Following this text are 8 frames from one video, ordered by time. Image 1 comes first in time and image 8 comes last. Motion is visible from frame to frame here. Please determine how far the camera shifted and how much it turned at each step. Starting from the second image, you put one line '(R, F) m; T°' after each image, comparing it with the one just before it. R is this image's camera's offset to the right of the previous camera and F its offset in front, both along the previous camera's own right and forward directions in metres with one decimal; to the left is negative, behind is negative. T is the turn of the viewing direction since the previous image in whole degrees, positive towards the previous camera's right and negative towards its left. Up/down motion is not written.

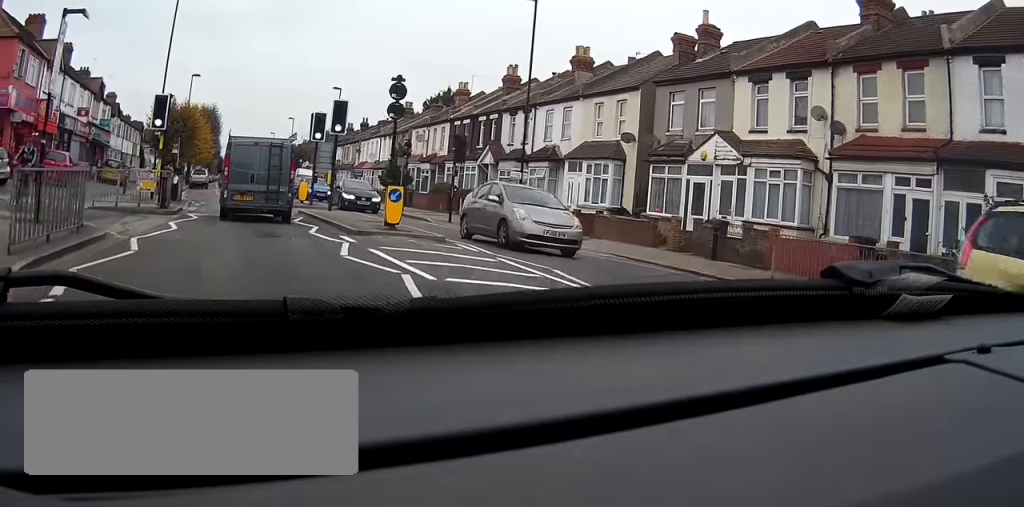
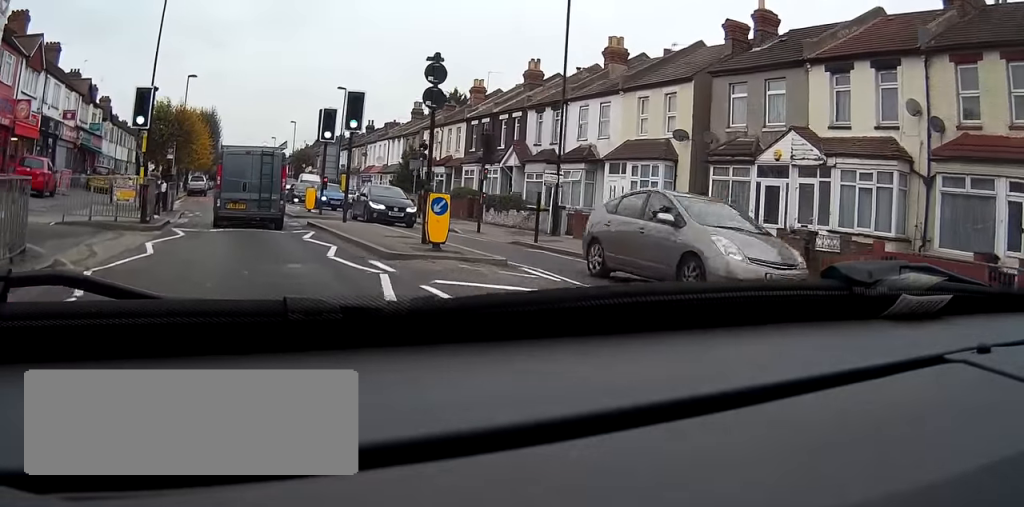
(0.0, +3.9) m; 0°
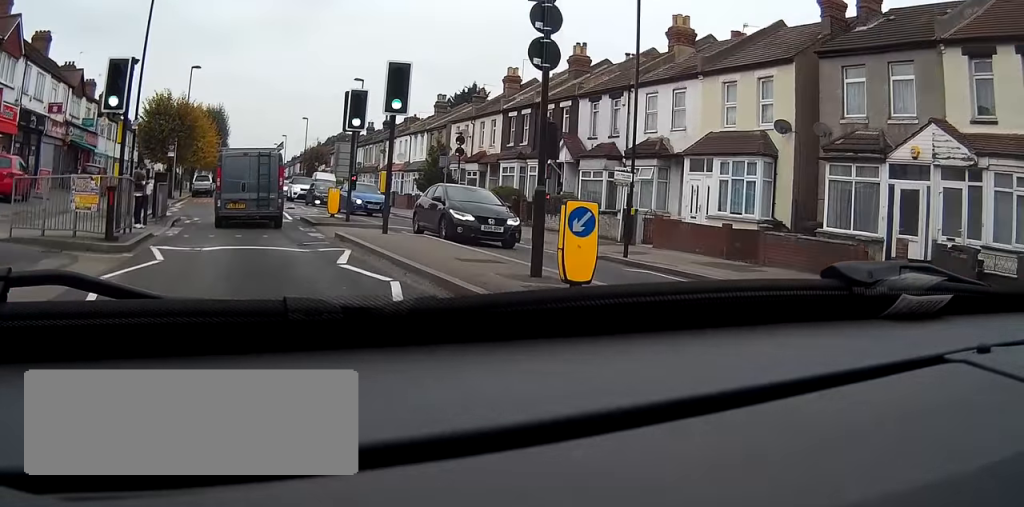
(0.0, +5.1) m; 0°
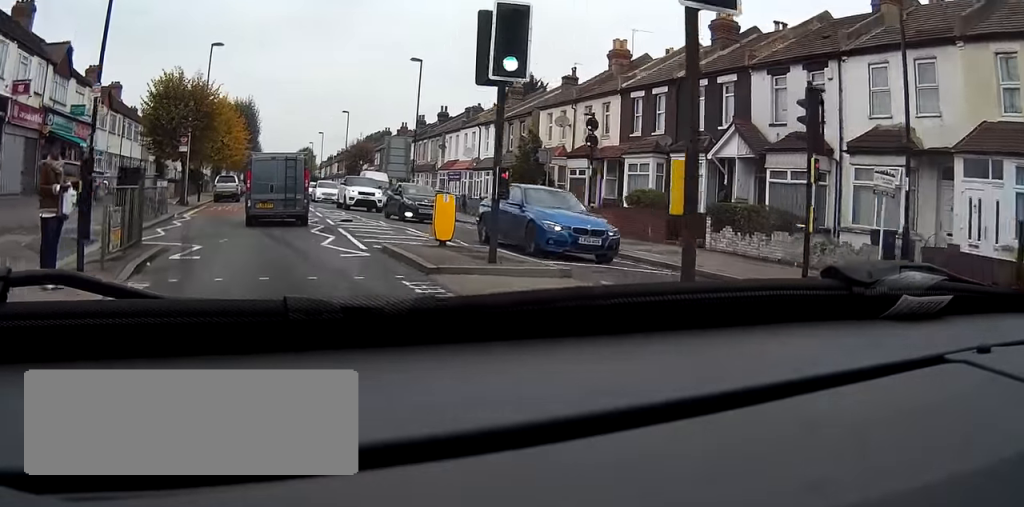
(-0.1, +10.3) m; -1°
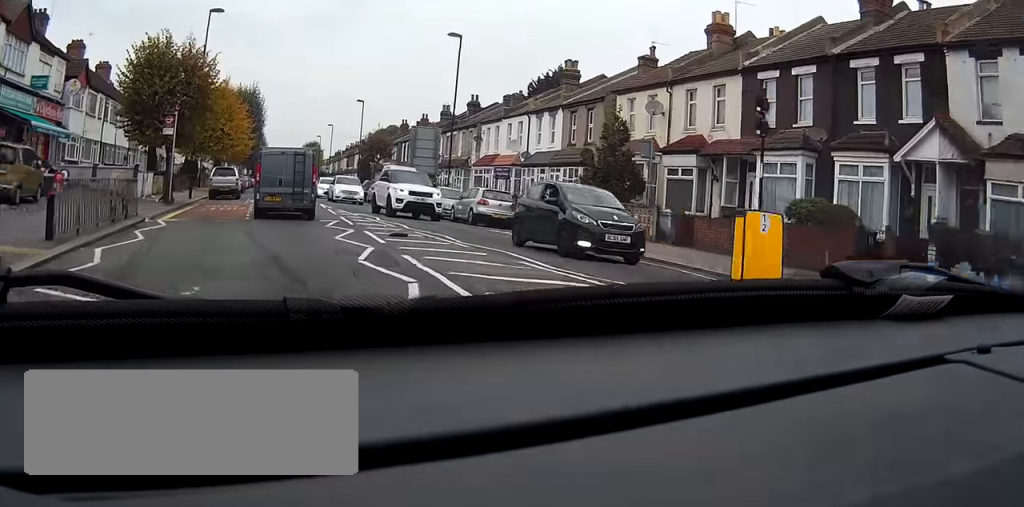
(-0.1, +8.0) m; -2°
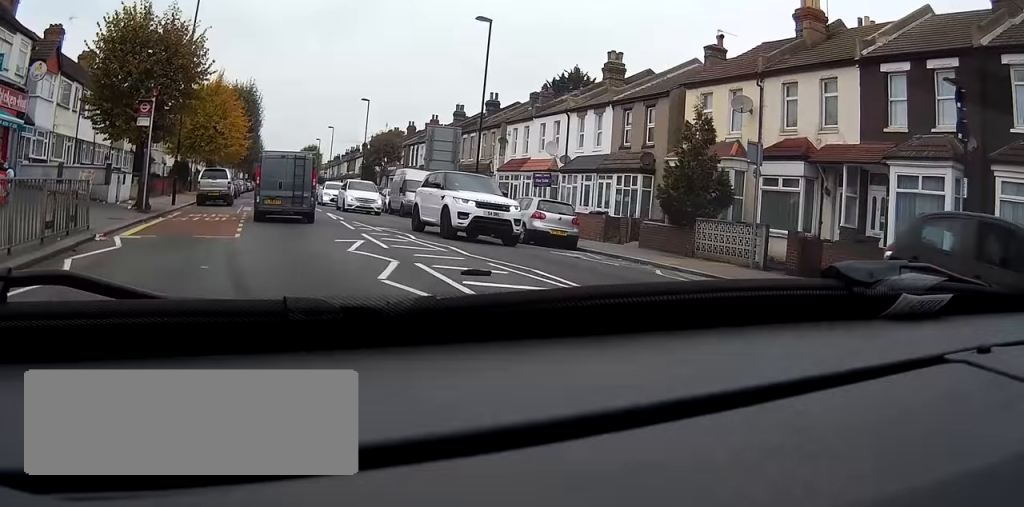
(-0.1, +5.7) m; -1°
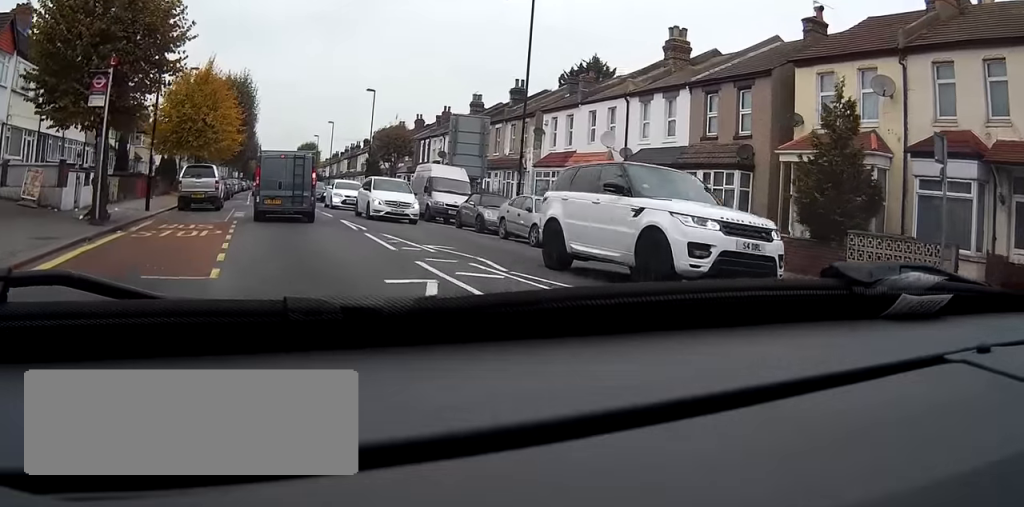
(-0.1, +6.4) m; 0°
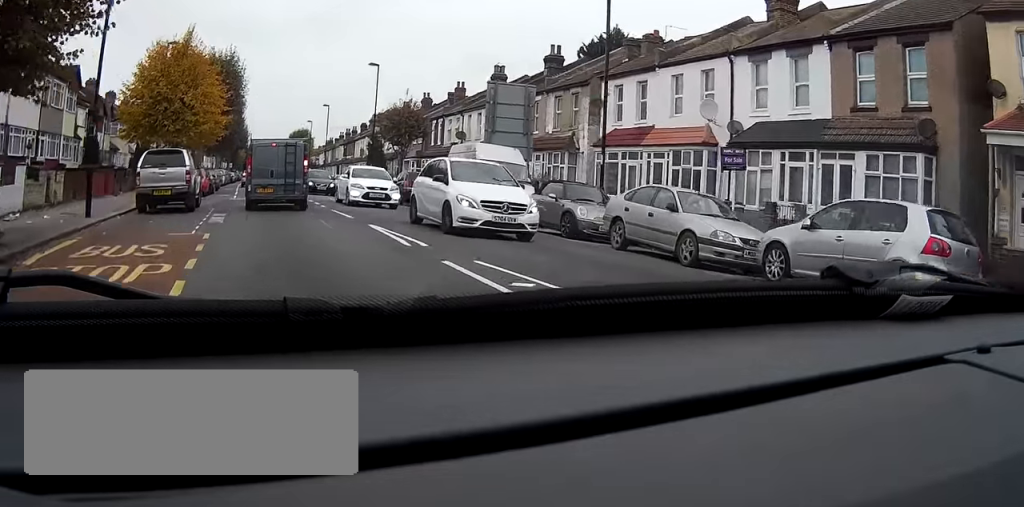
(+0.1, +8.0) m; +1°
